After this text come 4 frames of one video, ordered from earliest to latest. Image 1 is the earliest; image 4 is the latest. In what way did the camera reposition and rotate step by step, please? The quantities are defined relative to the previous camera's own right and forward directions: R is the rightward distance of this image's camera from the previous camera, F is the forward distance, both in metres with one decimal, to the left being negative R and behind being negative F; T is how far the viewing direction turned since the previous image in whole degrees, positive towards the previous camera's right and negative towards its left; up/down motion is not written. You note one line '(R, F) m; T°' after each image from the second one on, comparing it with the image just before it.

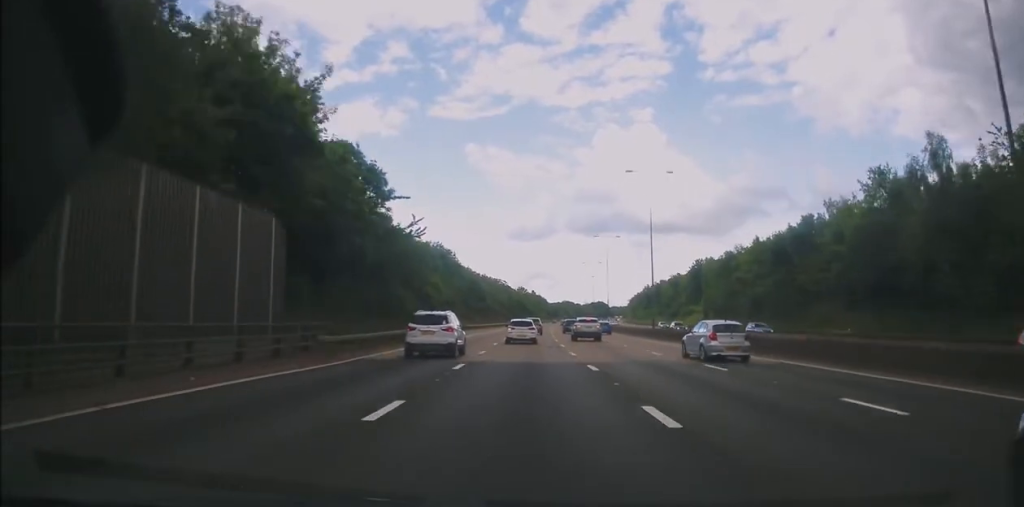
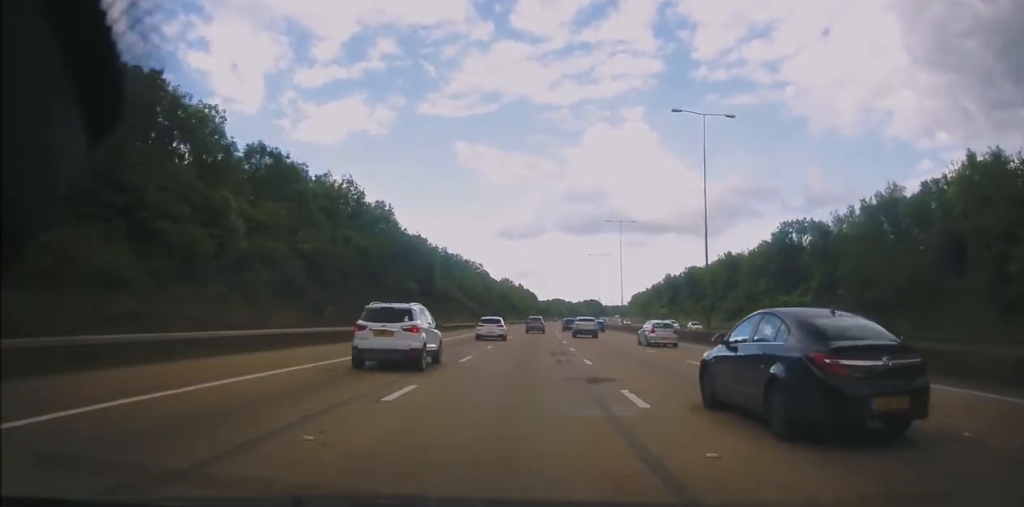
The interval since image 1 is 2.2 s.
(+0.5, +59.9) m; +2°
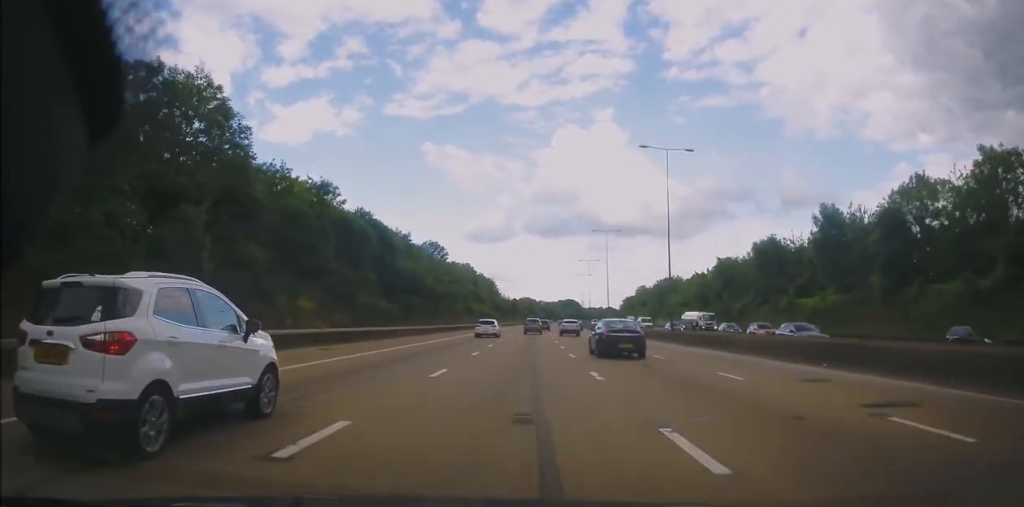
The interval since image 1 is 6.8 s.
(+3.1, +125.6) m; +3°
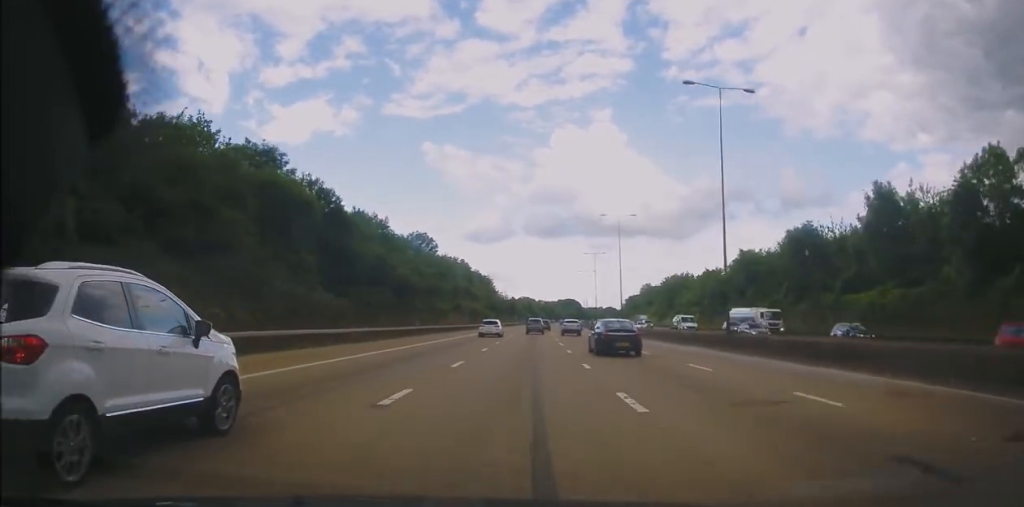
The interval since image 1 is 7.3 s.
(-0.3, +13.6) m; 0°
